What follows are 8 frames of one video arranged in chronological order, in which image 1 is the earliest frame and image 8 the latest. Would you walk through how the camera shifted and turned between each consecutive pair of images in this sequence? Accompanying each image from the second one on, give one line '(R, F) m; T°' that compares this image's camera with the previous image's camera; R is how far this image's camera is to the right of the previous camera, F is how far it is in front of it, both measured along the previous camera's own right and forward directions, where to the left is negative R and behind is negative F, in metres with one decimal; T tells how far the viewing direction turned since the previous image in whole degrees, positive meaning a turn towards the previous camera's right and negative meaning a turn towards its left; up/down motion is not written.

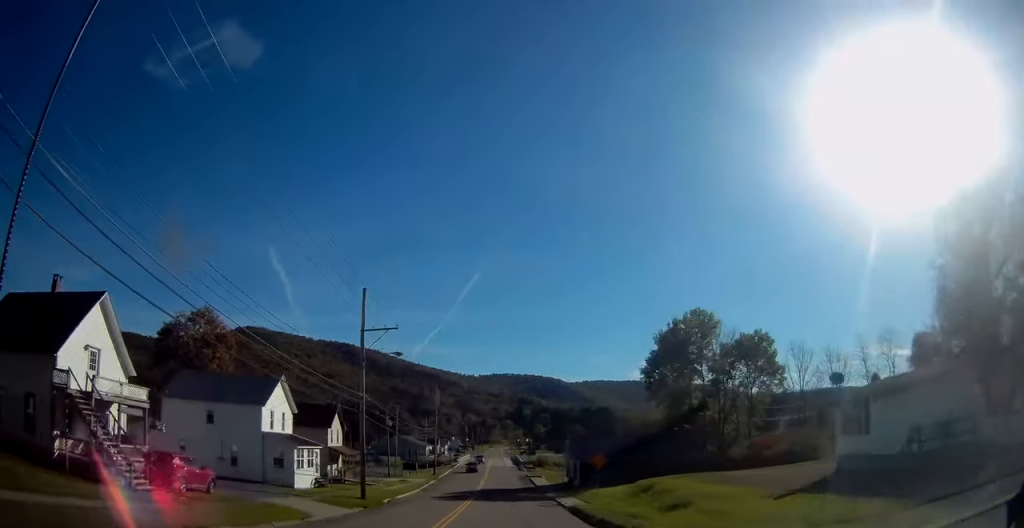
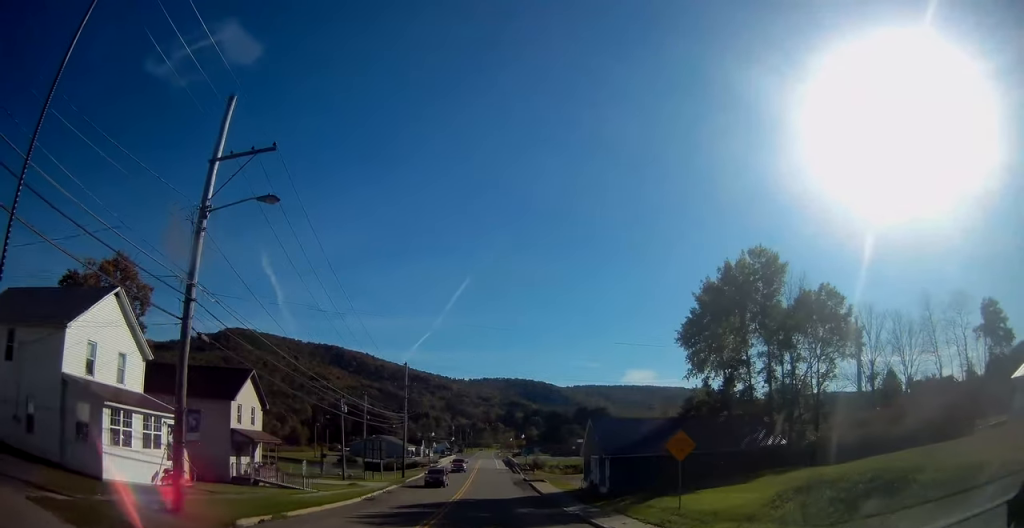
(0.0, +20.6) m; +1°
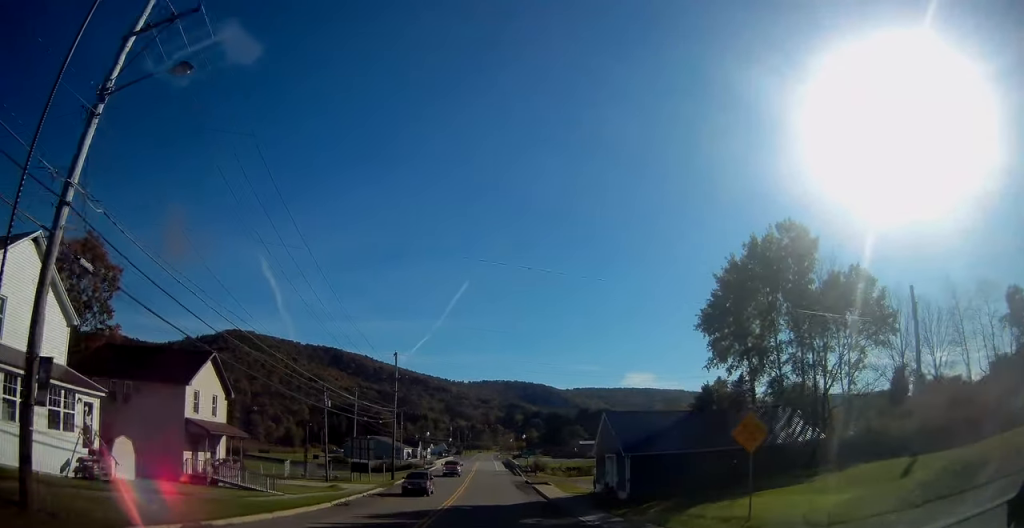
(+0.1, +6.2) m; 0°
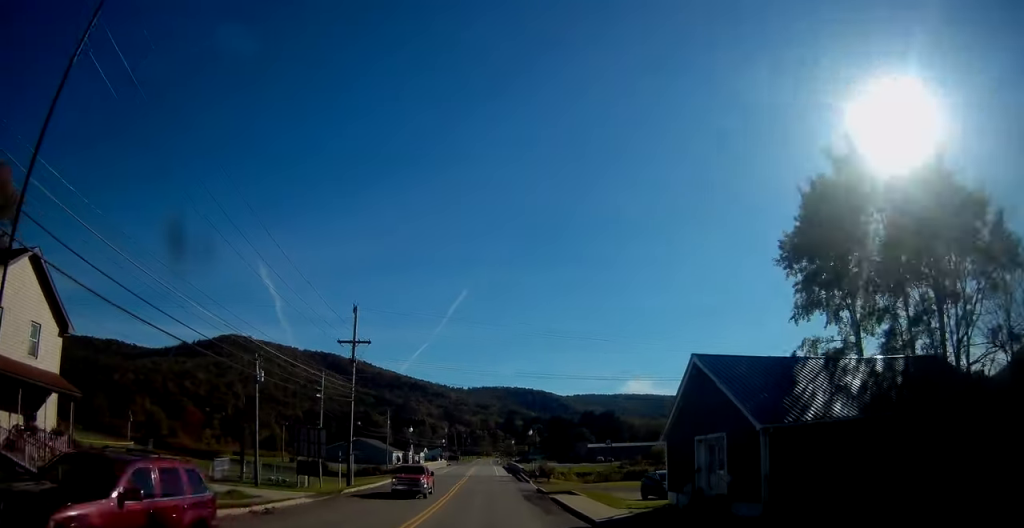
(-0.1, +17.4) m; -1°
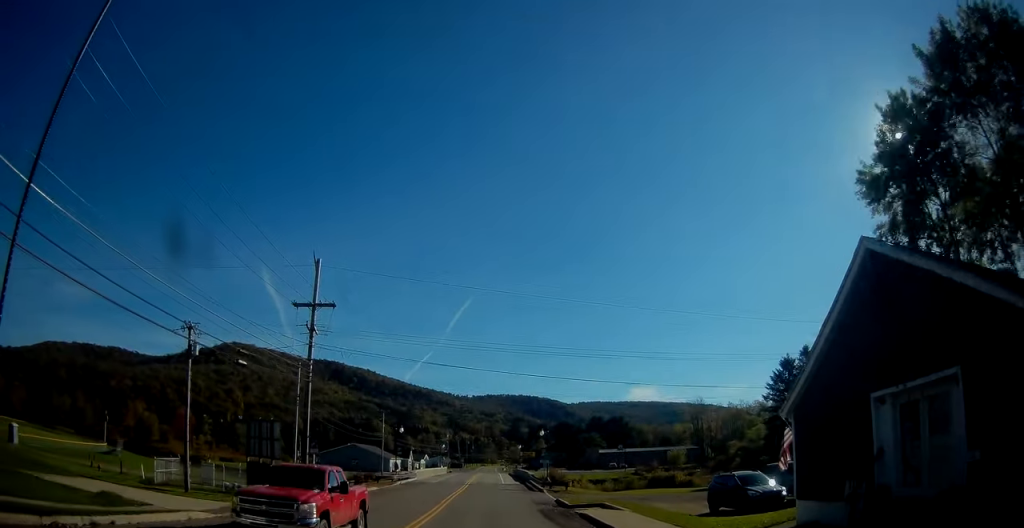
(-0.1, +10.6) m; 0°
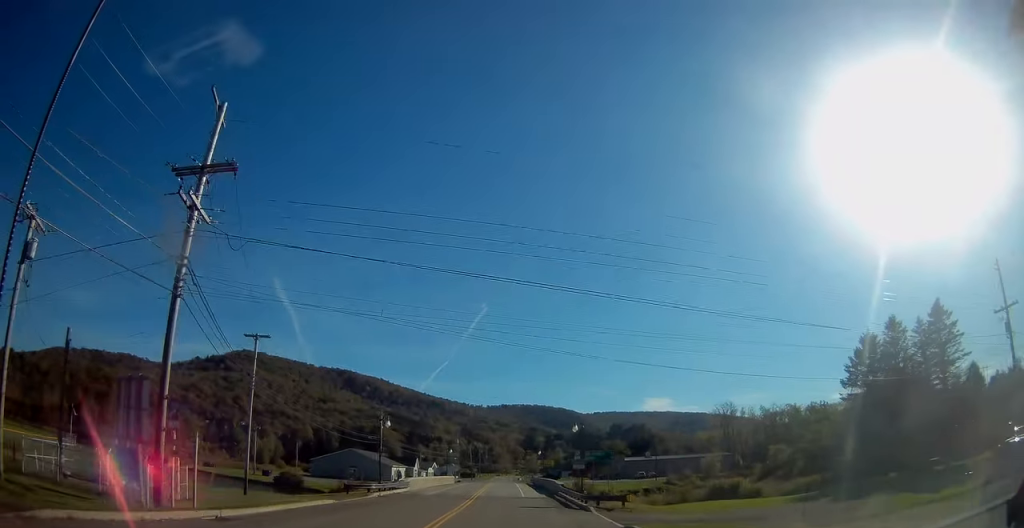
(+0.3, +15.5) m; 0°
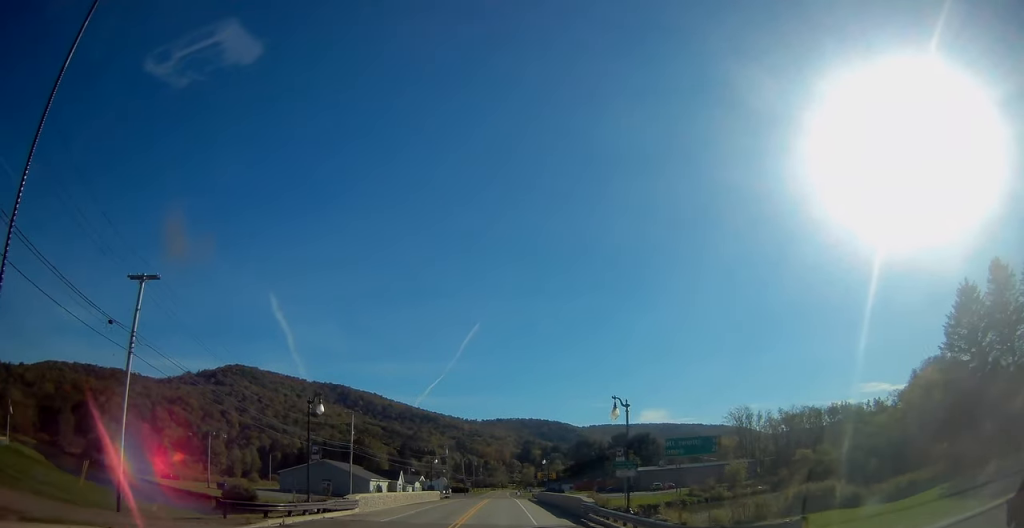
(-0.6, +17.2) m; -2°
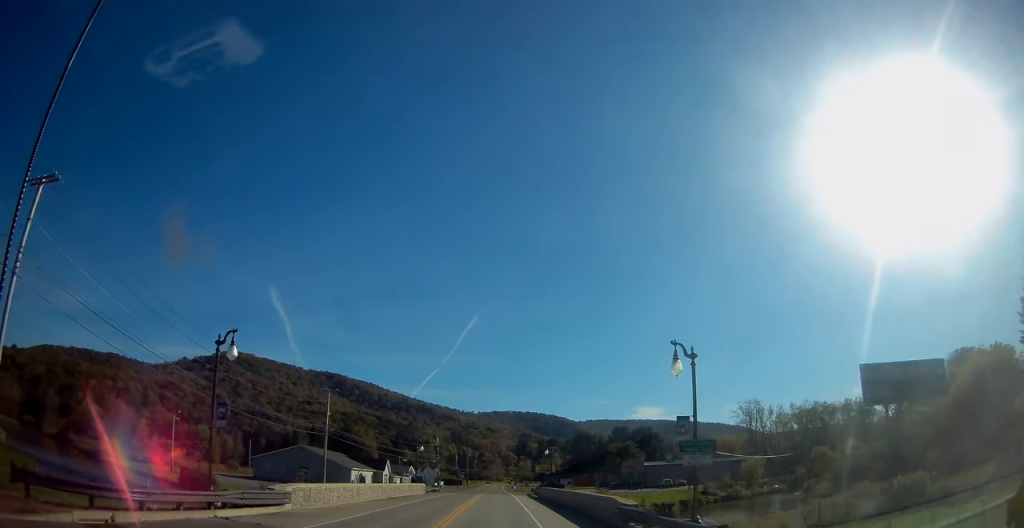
(+0.2, +10.6) m; +1°
